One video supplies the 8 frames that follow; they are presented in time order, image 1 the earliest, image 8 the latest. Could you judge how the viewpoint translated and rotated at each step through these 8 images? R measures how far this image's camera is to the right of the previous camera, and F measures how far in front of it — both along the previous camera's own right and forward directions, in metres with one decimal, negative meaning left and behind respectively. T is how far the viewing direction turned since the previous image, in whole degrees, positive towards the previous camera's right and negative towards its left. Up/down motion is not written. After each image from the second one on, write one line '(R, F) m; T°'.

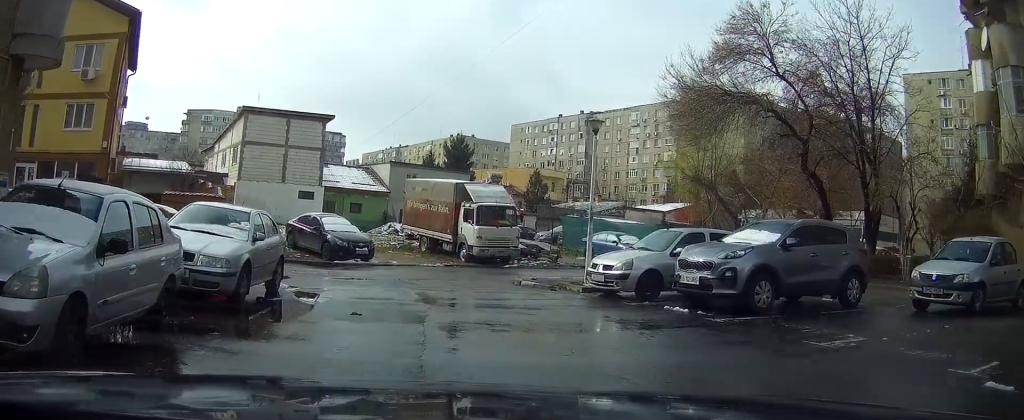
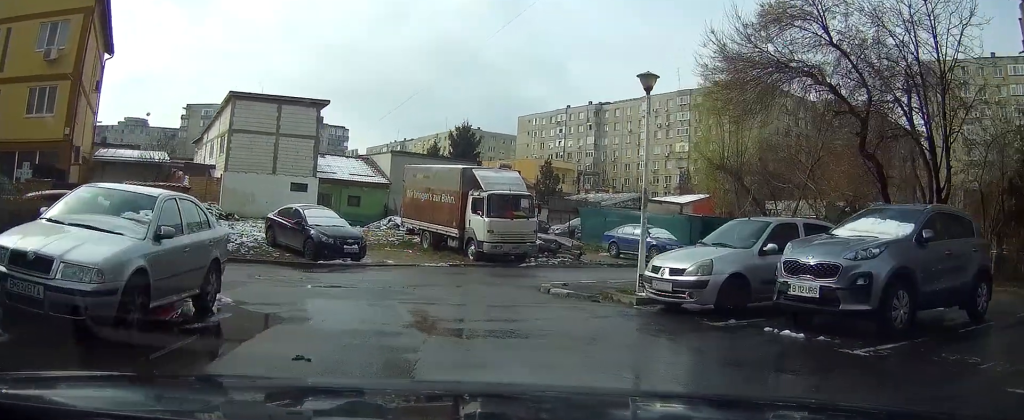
(+0.1, +4.2) m; 0°
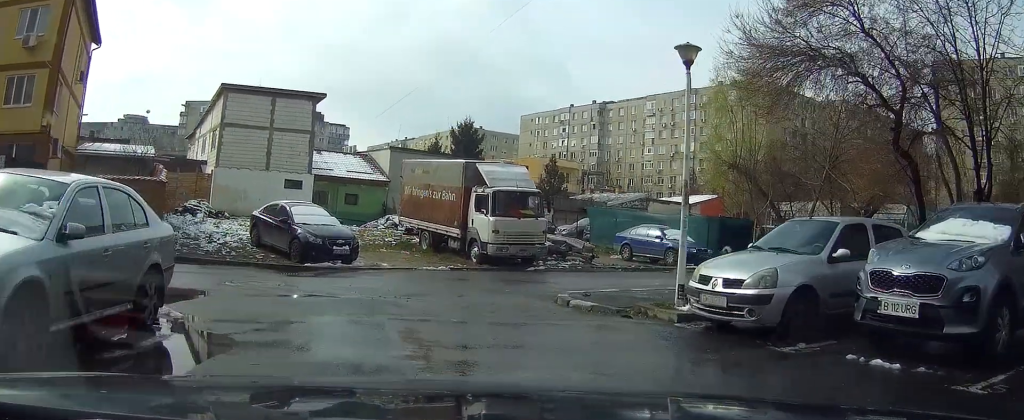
(0.0, +2.2) m; 0°
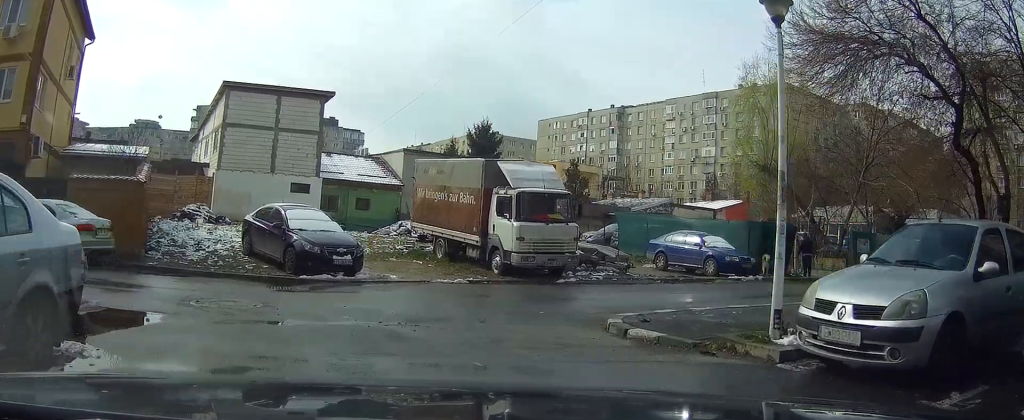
(0.0, +2.8) m; -1°
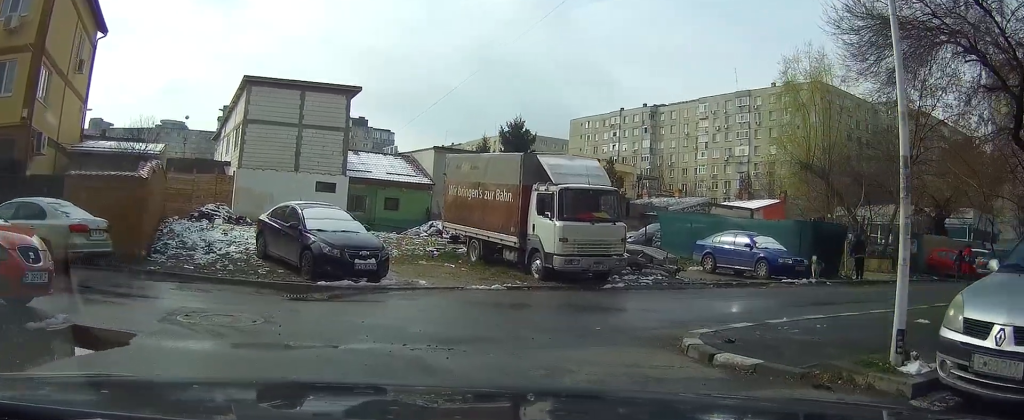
(0.0, +1.9) m; -2°
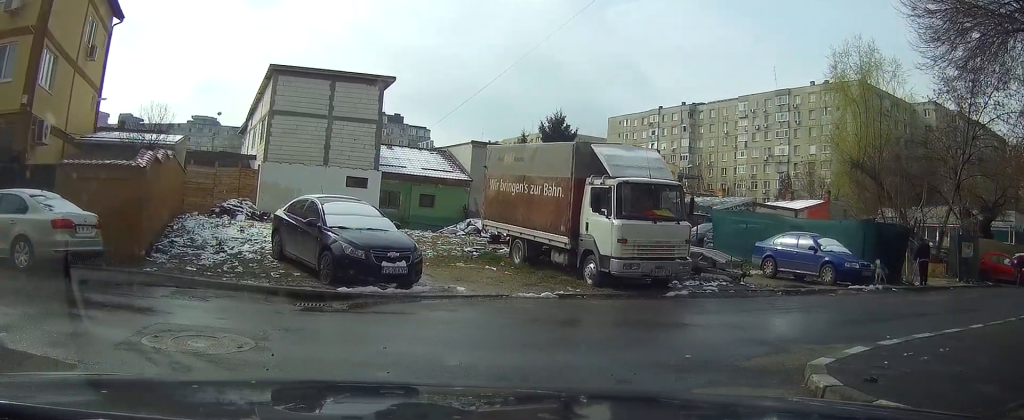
(0.0, +2.3) m; -3°
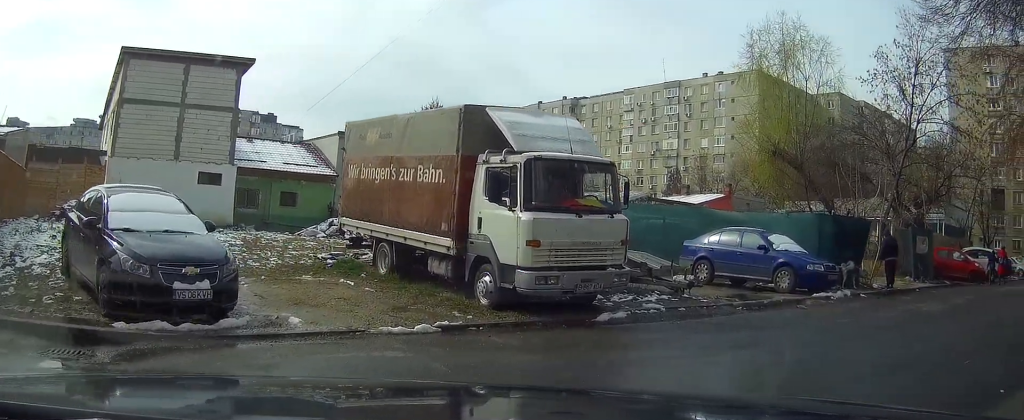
(+0.1, +4.6) m; +22°
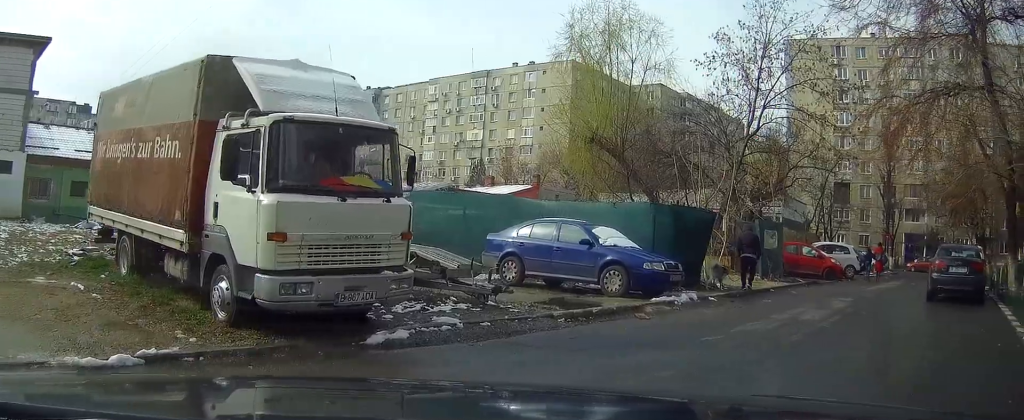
(+0.8, +3.0) m; +17°
